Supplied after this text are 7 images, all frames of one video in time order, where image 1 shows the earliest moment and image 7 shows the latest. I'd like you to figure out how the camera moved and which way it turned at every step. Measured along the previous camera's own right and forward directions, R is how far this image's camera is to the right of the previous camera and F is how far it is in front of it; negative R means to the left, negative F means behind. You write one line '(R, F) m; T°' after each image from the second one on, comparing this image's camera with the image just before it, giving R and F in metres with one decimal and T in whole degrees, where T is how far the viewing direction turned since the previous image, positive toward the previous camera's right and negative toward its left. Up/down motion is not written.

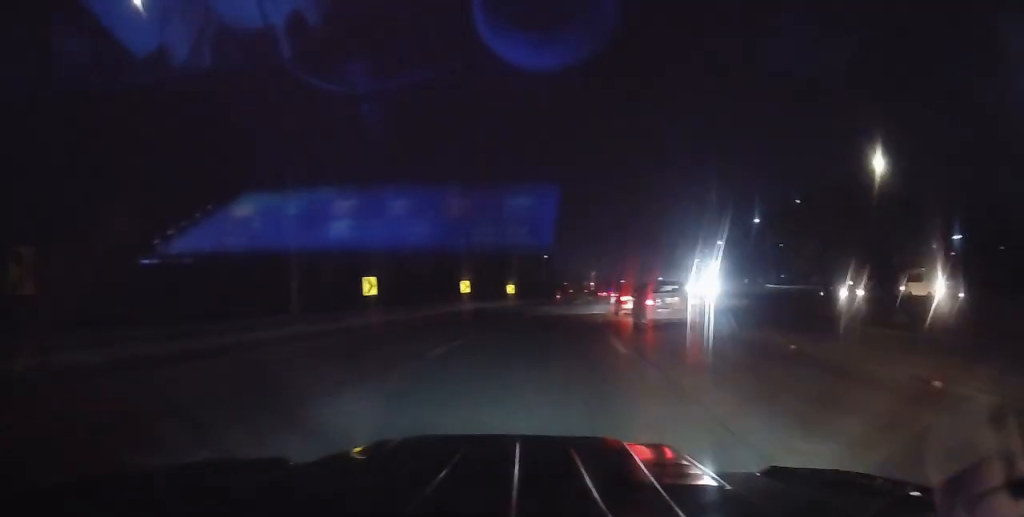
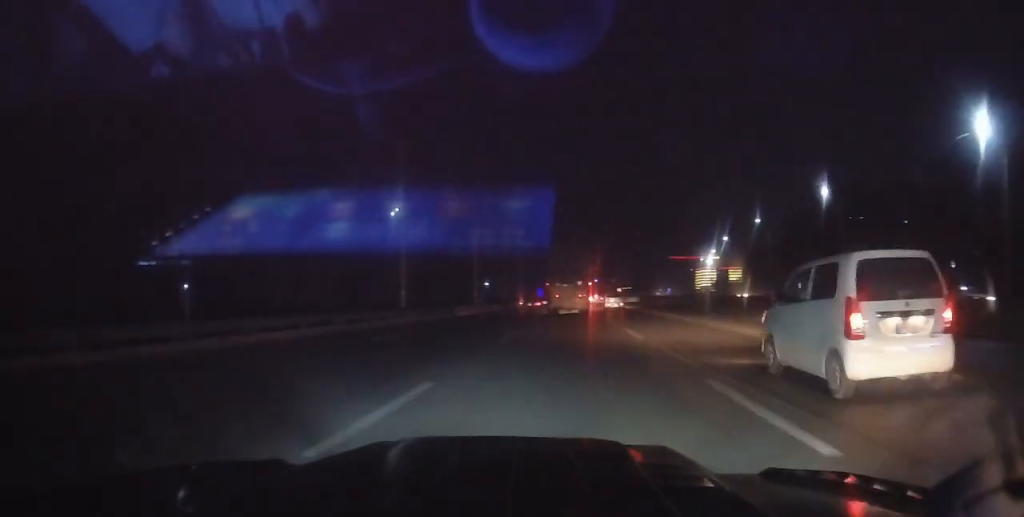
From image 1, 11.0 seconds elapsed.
(+7.8, +132.8) m; +3°
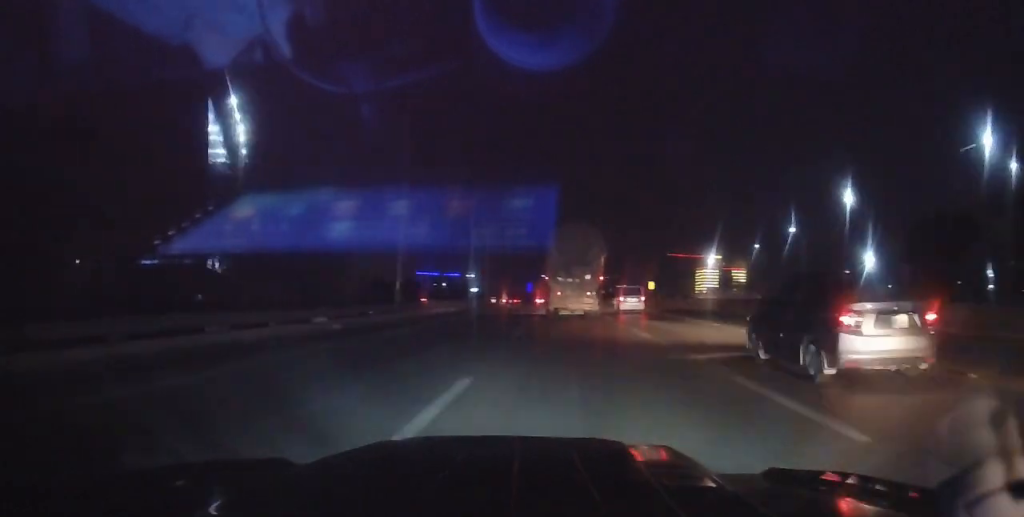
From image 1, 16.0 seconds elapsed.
(+0.1, +57.0) m; -1°
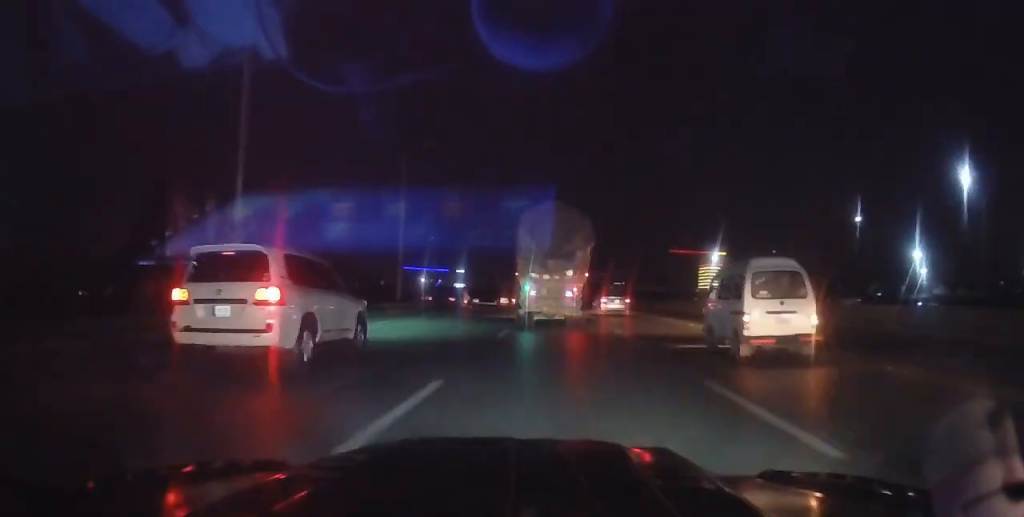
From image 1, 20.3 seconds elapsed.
(+0.4, +46.7) m; -4°
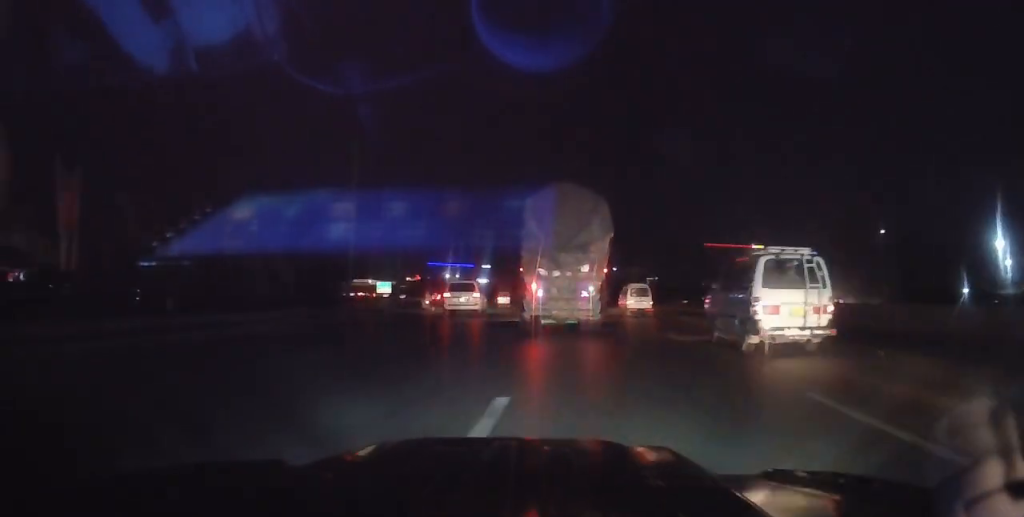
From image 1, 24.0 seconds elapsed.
(+0.4, +38.5) m; -5°
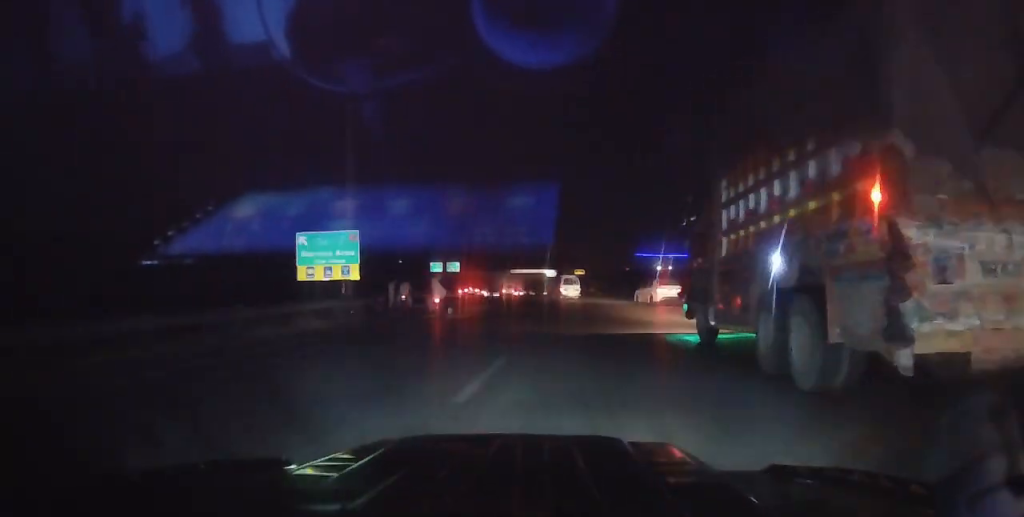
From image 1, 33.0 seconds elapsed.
(-14.5, +89.0) m; -14°
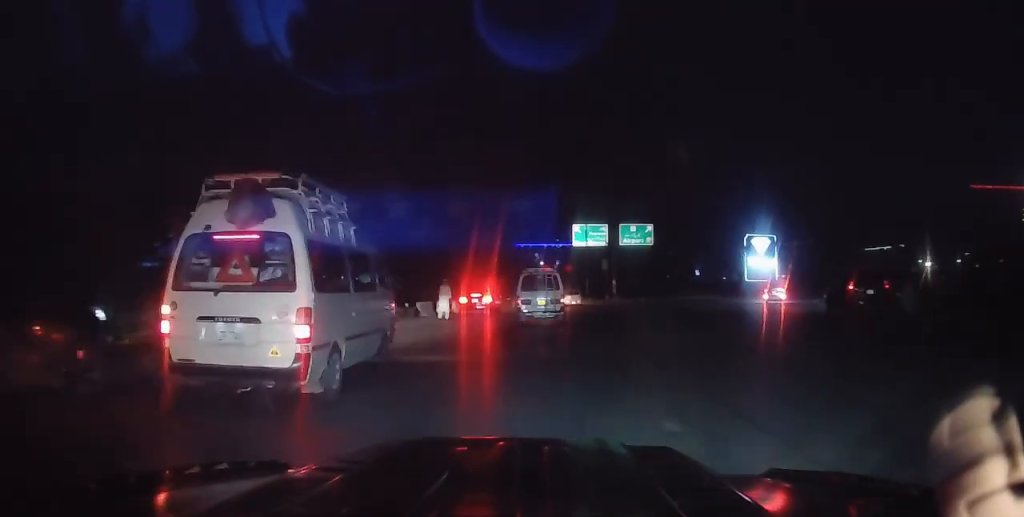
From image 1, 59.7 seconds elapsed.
(+29.4, +232.4) m; +18°
